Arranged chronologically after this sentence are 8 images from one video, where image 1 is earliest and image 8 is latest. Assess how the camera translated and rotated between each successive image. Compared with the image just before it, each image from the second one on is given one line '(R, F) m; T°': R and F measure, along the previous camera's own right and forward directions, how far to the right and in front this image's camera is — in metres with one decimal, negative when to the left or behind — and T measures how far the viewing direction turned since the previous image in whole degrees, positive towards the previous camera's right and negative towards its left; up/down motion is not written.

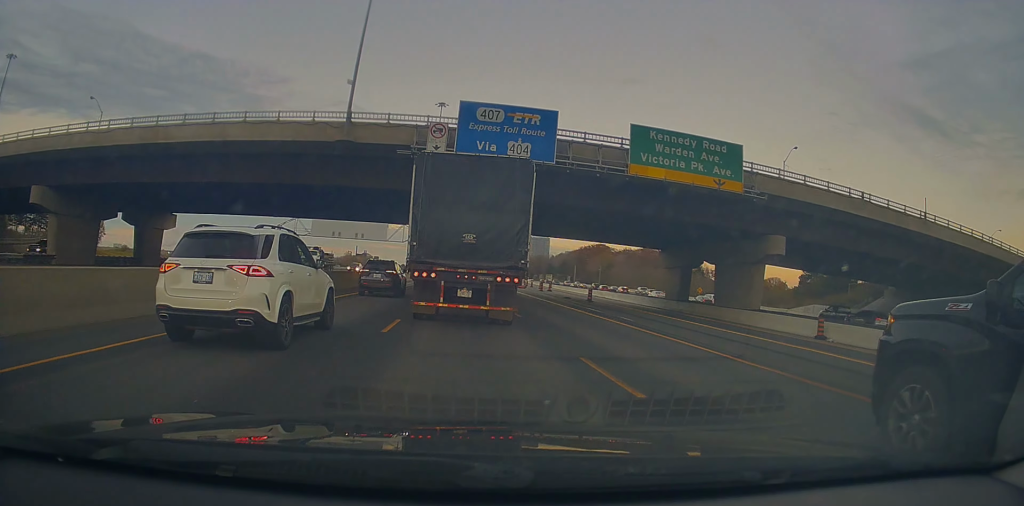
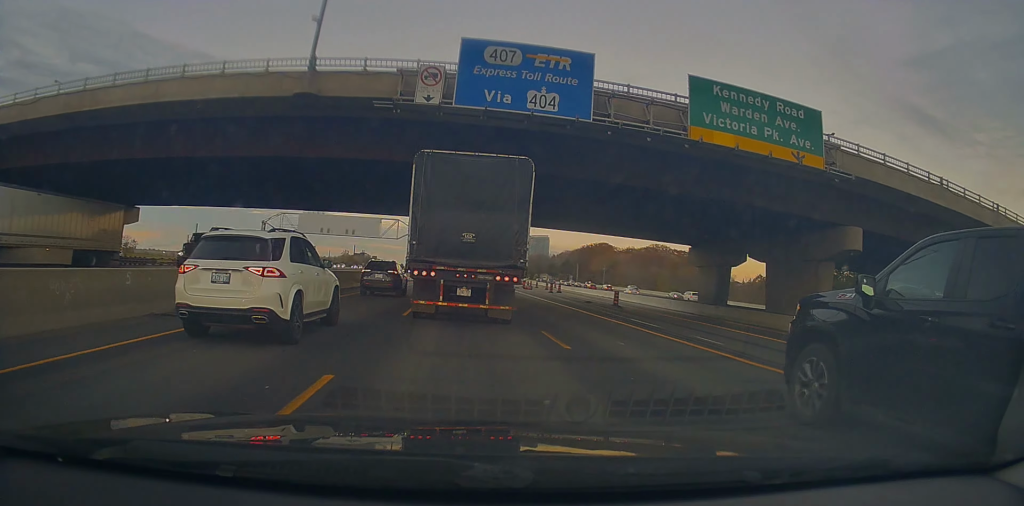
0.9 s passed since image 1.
(+0.2, +7.8) m; +1°
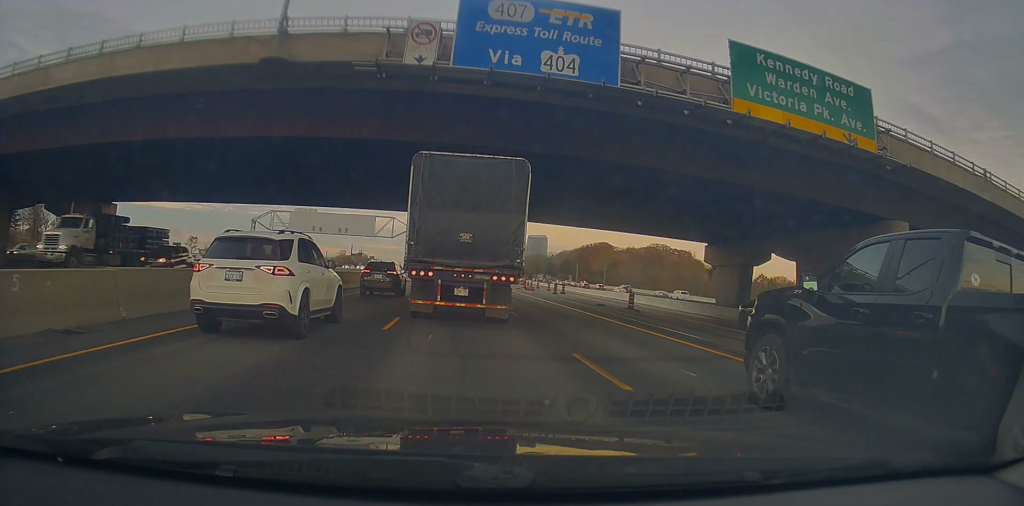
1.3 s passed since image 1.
(0.0, +3.8) m; 0°
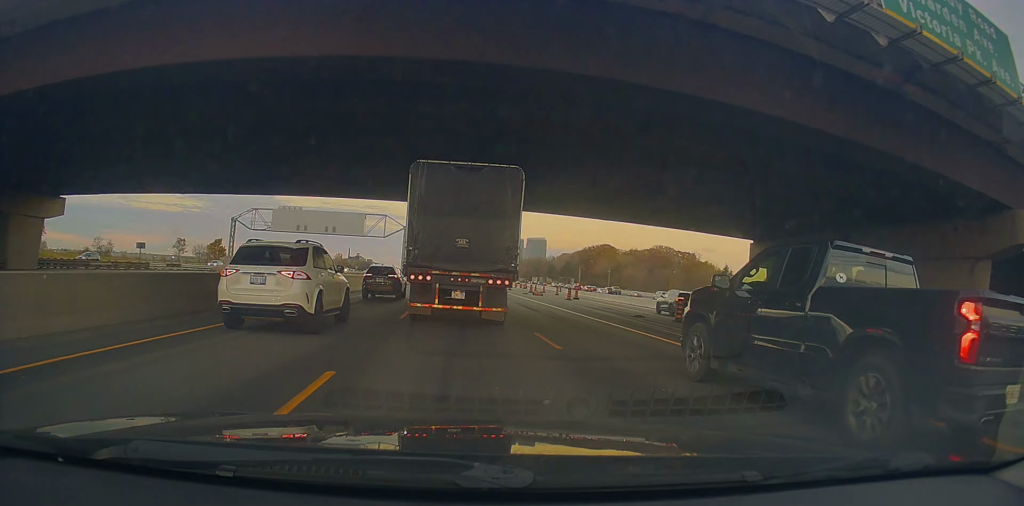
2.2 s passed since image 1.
(0.0, +7.9) m; 0°
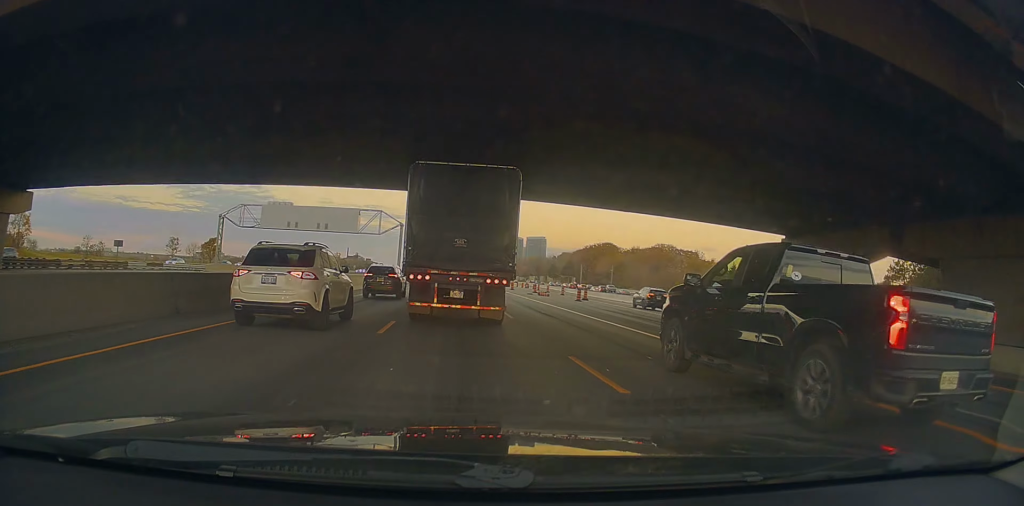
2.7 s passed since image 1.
(0.0, +4.1) m; 0°
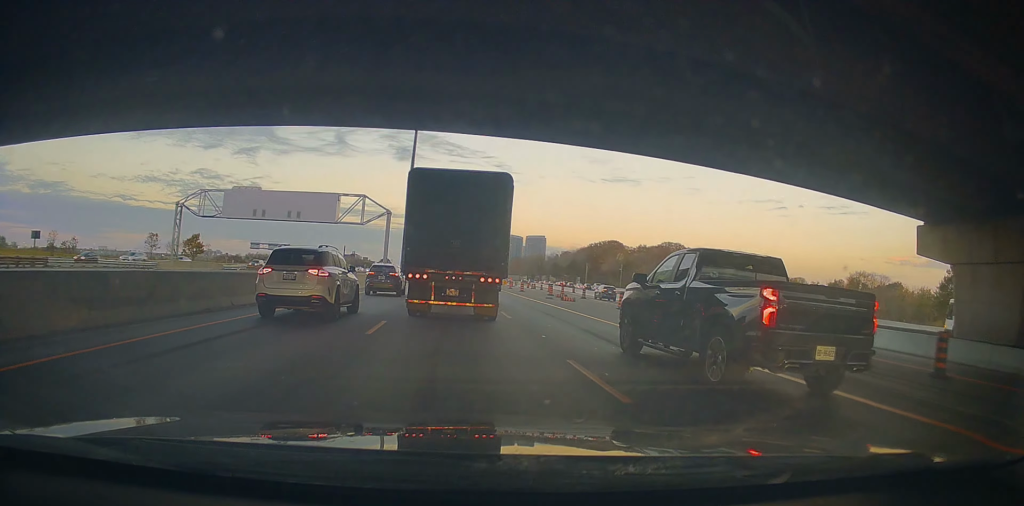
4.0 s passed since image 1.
(0.0, +12.0) m; 0°
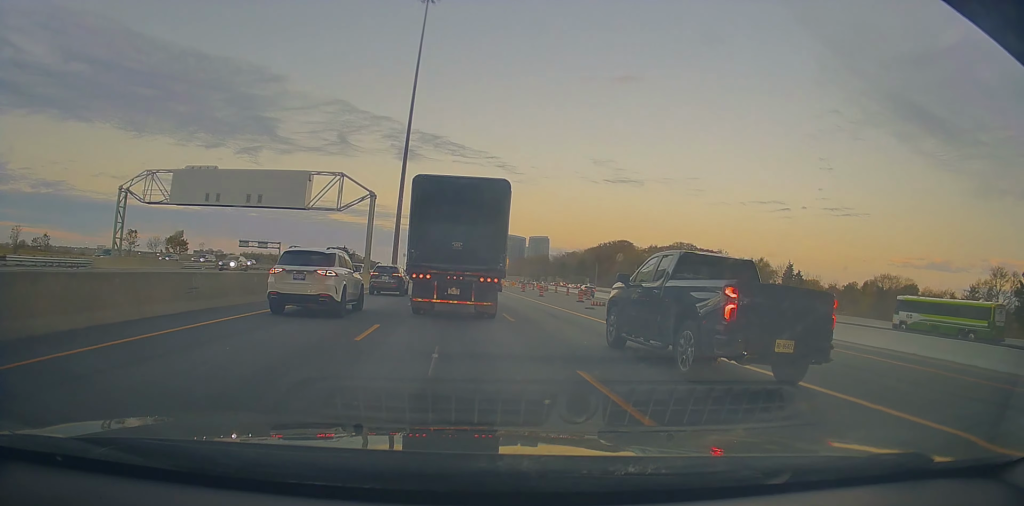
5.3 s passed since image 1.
(-0.1, +12.2) m; -1°
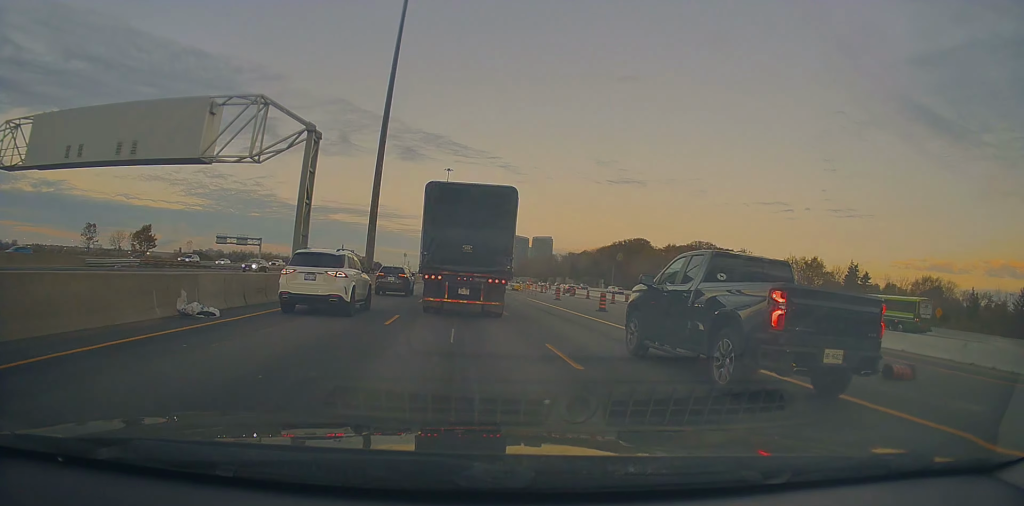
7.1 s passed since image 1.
(-0.4, +20.2) m; -1°
